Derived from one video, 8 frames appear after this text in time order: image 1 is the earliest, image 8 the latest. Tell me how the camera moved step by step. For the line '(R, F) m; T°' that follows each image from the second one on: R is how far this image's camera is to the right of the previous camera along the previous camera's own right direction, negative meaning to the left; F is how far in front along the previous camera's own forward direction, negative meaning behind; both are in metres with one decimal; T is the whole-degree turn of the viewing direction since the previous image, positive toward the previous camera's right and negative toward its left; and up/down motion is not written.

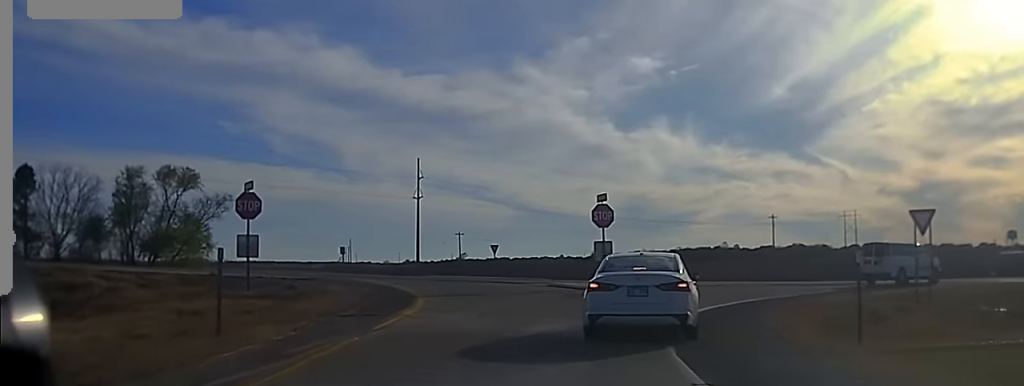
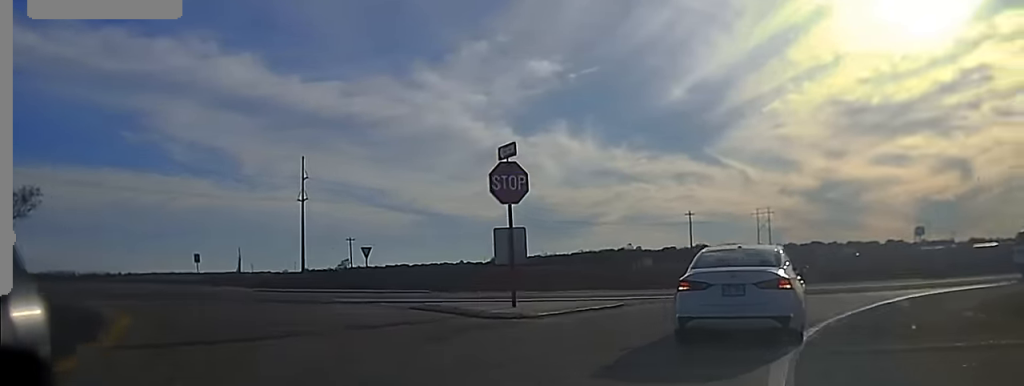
(+0.1, +16.6) m; +3°
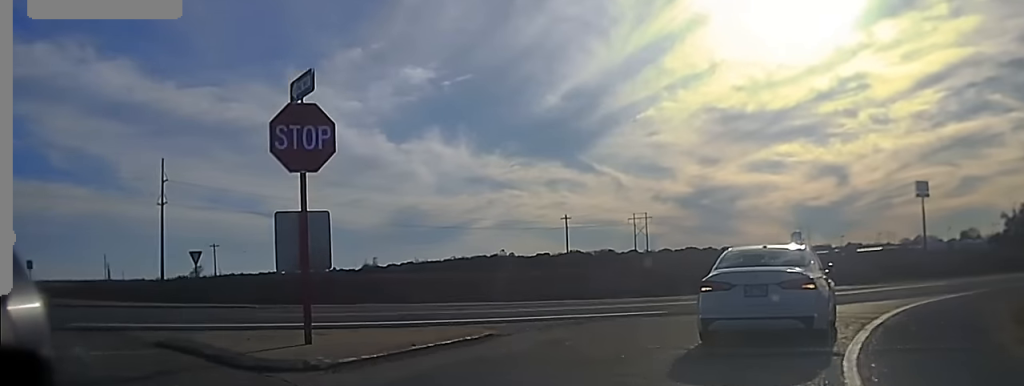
(+0.4, +8.3) m; +3°
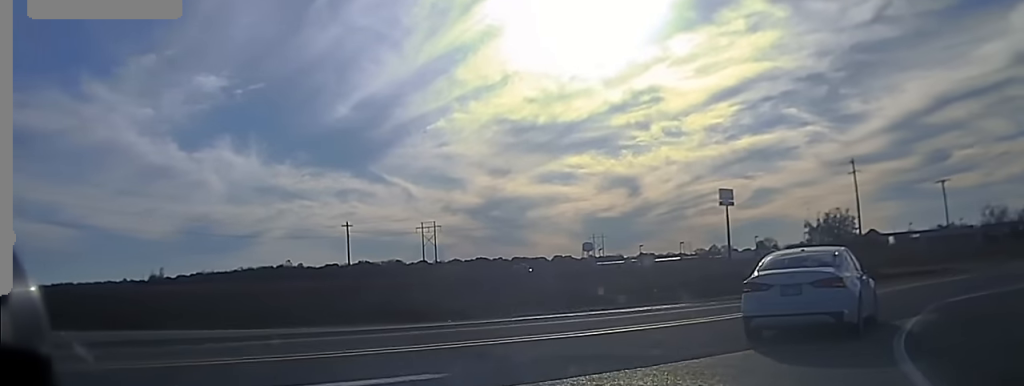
(+0.4, +10.5) m; +15°
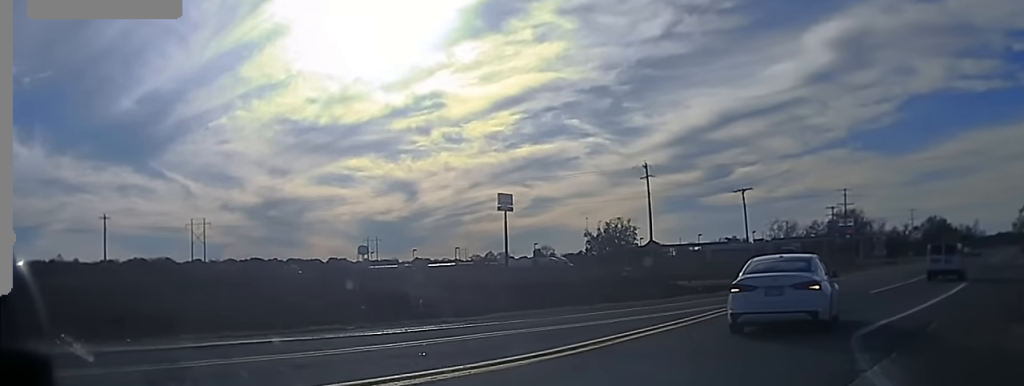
(+1.7, +7.3) m; +18°
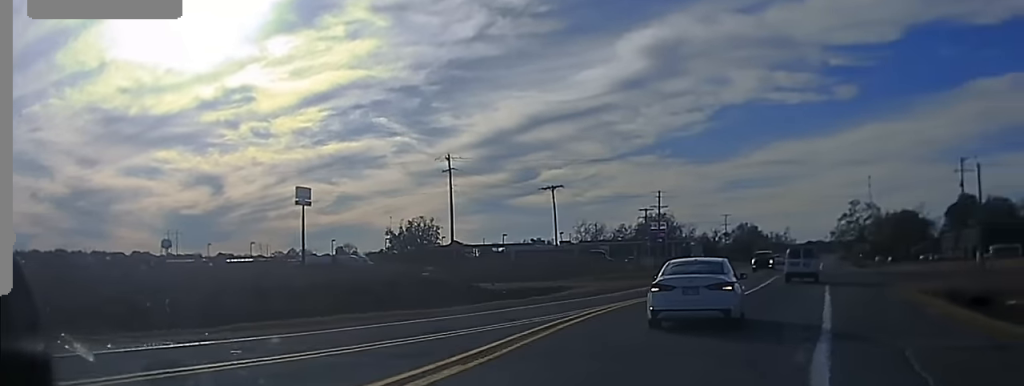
(+0.6, +6.6) m; +13°
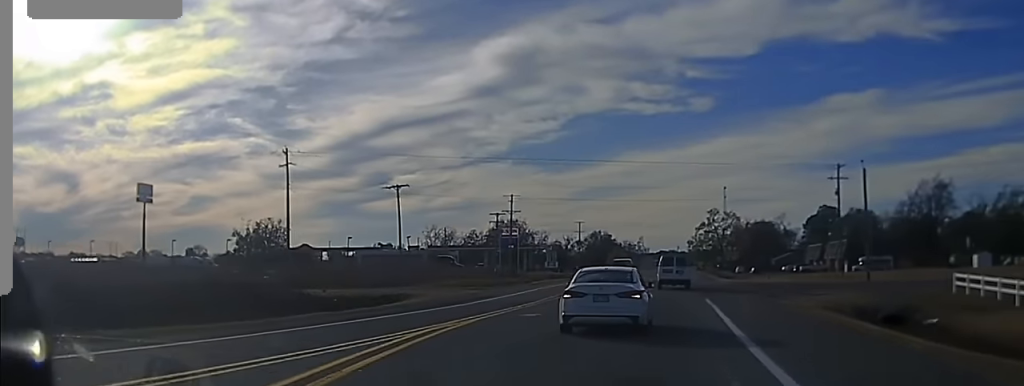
(+0.6, +5.4) m; +7°
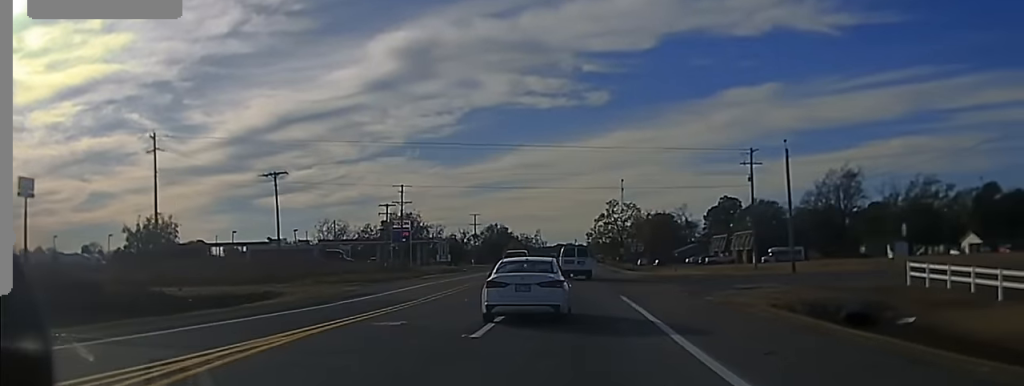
(+0.7, +6.3) m; +6°
